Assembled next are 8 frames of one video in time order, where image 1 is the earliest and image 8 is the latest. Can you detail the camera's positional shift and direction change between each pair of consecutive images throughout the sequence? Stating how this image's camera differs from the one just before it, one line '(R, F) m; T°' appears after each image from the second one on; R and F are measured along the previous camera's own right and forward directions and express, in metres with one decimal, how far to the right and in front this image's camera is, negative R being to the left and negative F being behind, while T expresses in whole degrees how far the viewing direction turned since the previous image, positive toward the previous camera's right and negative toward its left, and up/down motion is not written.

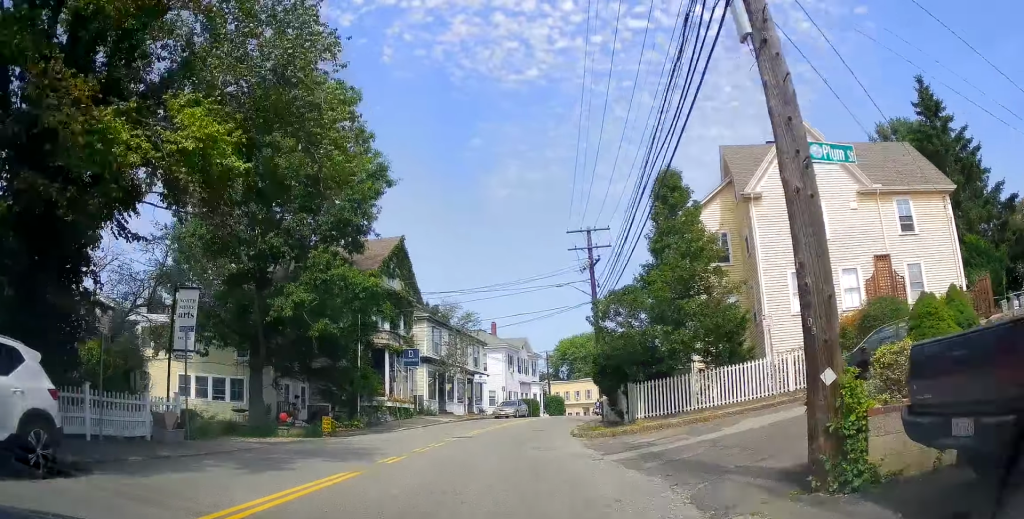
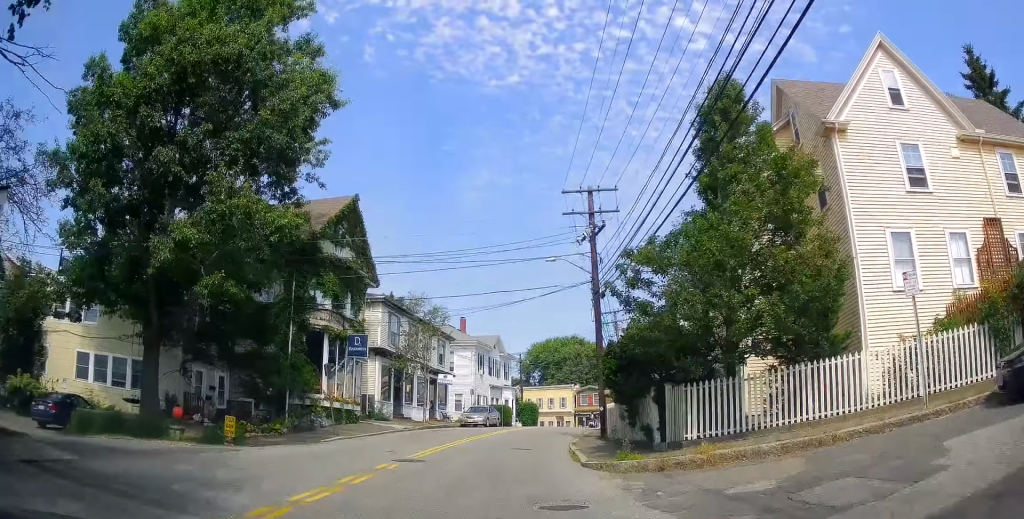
(0.0, +7.5) m; +2°
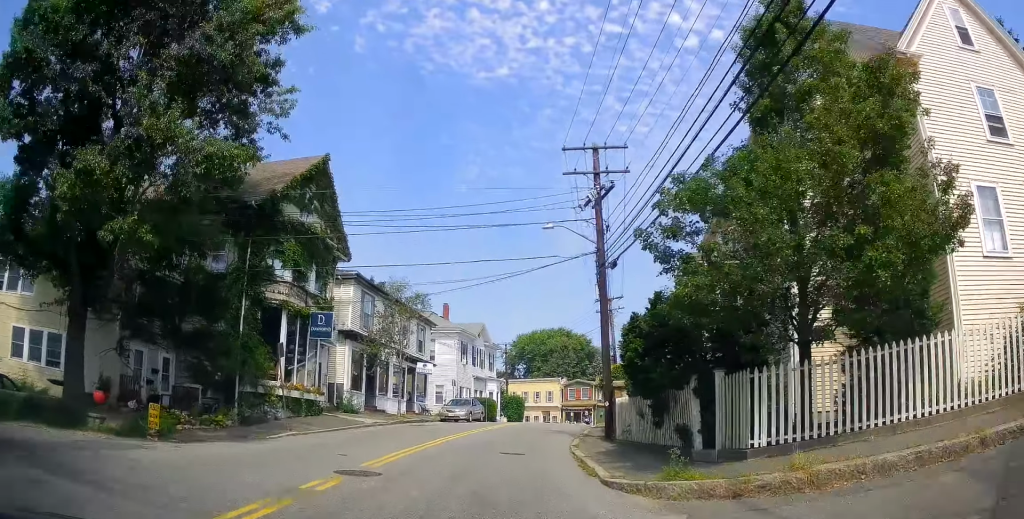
(-0.1, +3.8) m; +2°
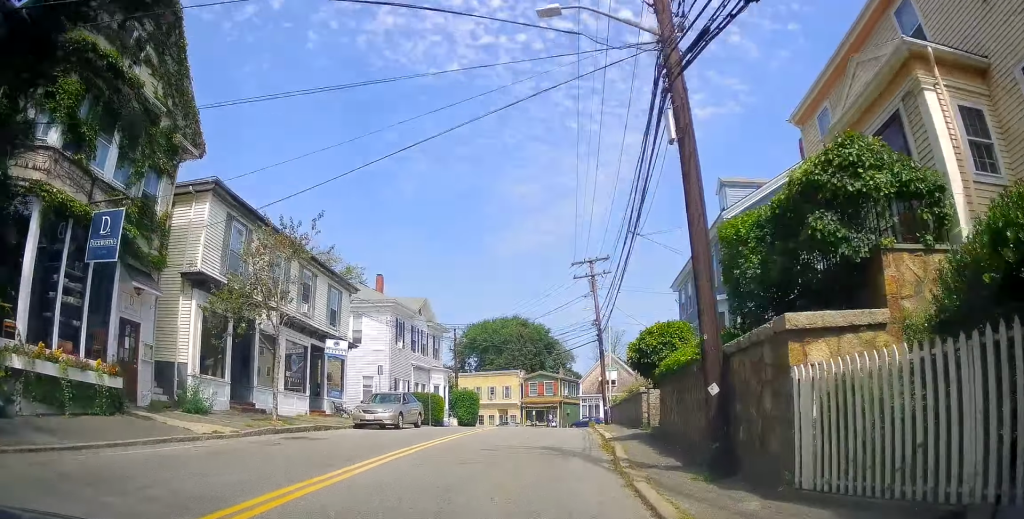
(+0.9, +11.7) m; +6°
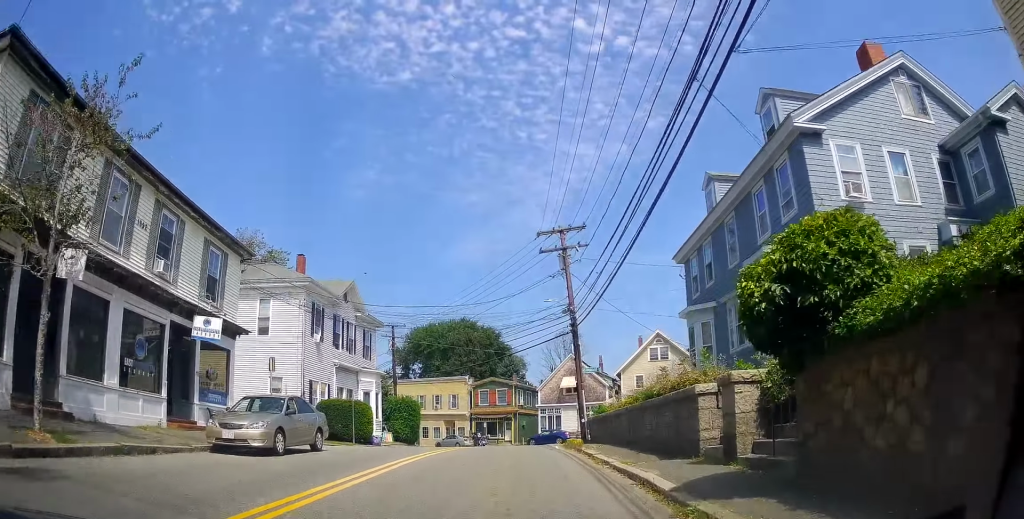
(-0.1, +7.7) m; +1°
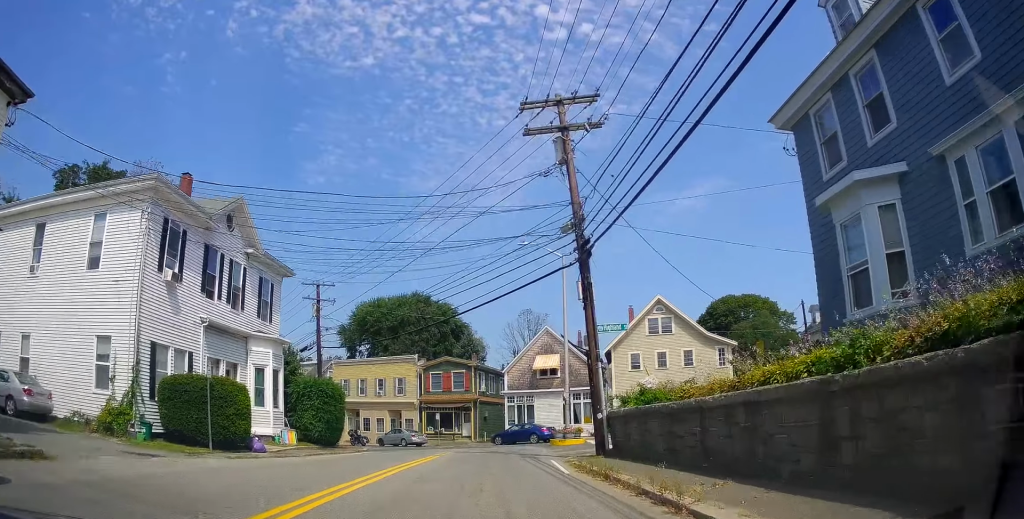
(0.0, +10.4) m; 0°
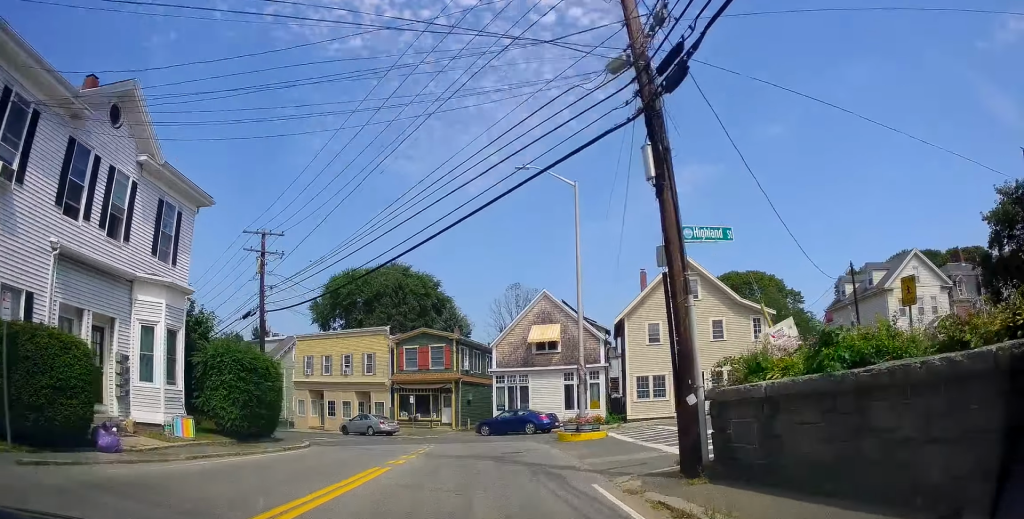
(-0.2, +7.2) m; +5°
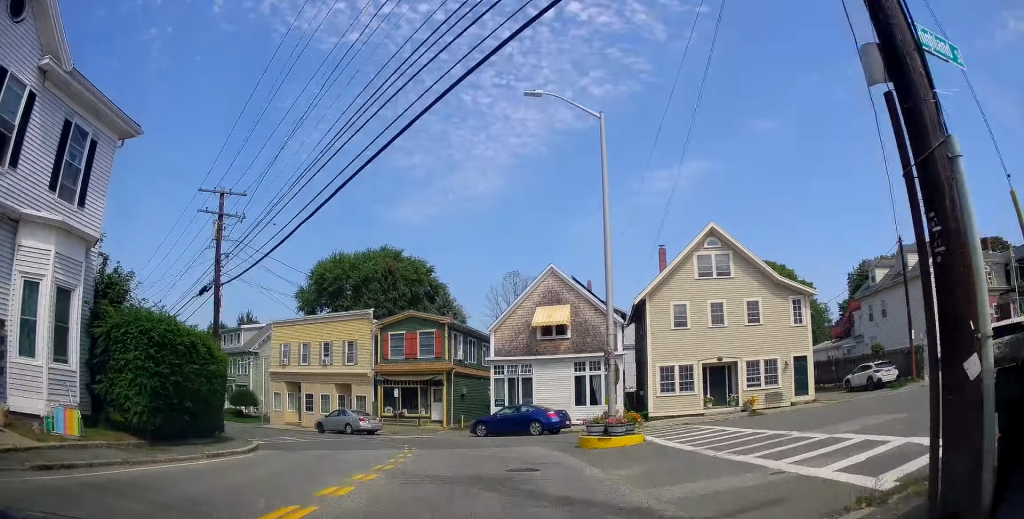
(+0.7, +5.0) m; +4°
